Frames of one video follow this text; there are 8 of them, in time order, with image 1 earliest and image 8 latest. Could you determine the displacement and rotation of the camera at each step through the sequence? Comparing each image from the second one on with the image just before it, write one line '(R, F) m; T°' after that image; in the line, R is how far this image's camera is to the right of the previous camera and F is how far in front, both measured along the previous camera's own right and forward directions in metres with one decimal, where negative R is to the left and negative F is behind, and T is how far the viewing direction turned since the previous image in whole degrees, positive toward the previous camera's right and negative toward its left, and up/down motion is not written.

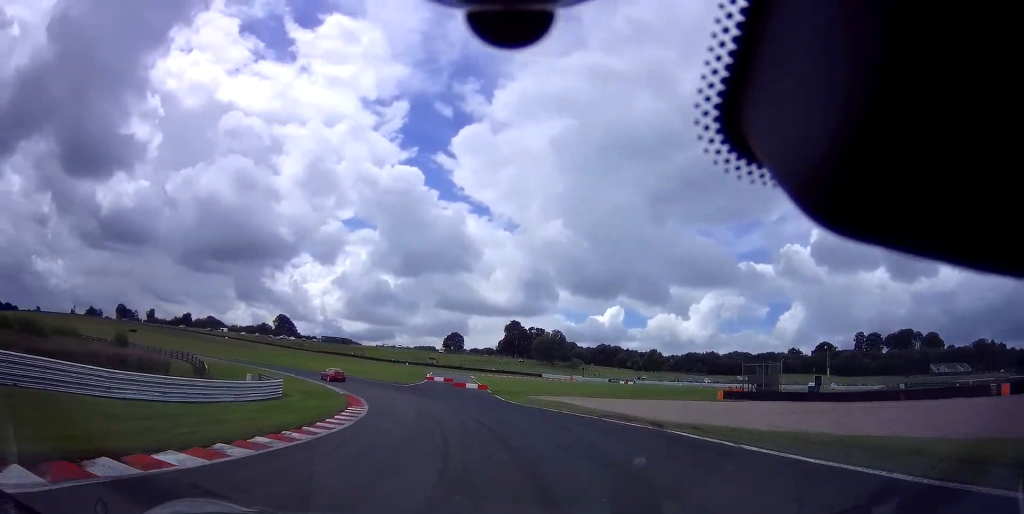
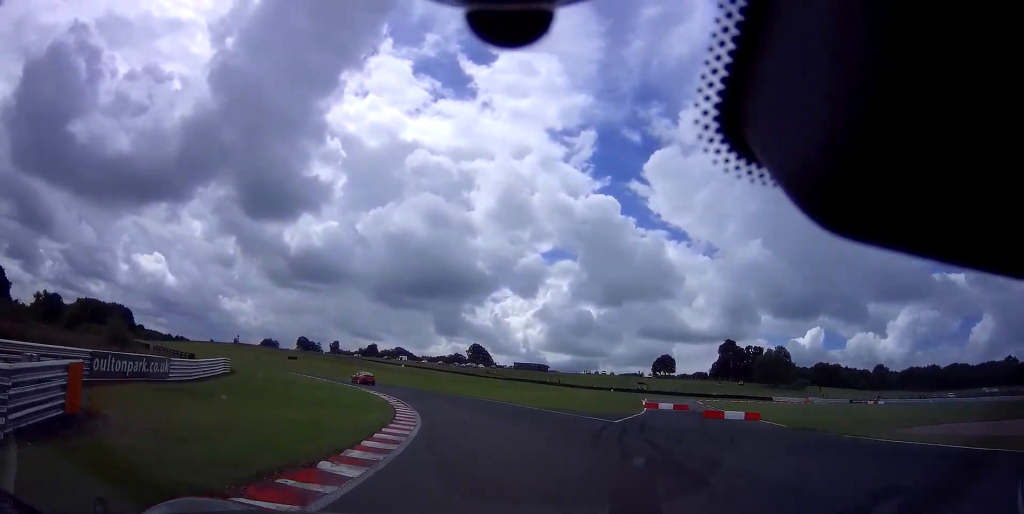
(-5.4, +29.1) m; -20°
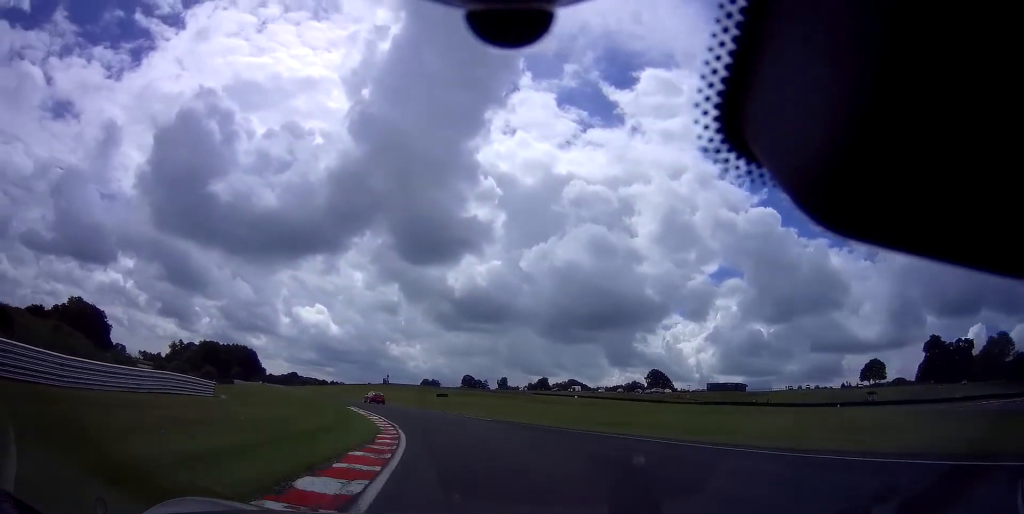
(-5.8, +33.9) m; -19°
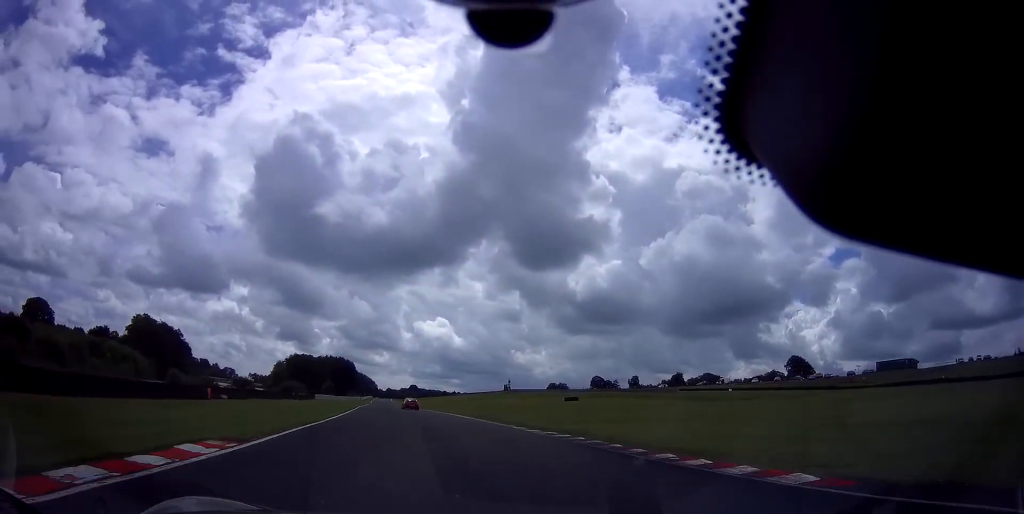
(-3.7, +29.4) m; -13°
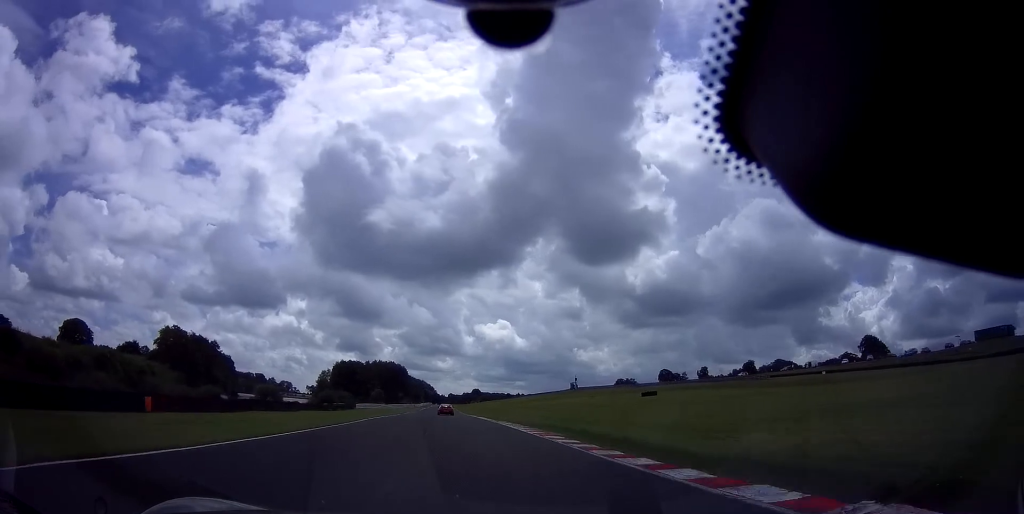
(-1.2, +17.4) m; -6°
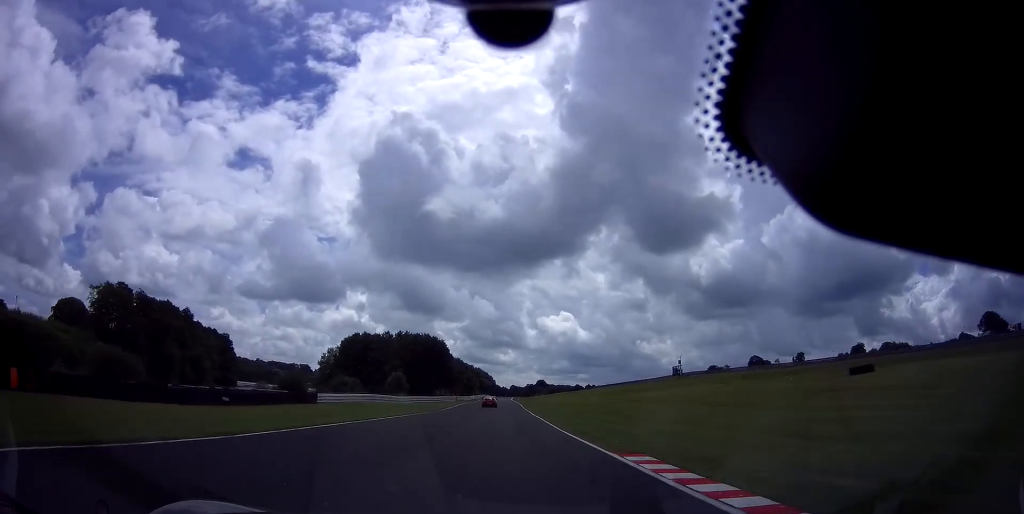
(-6.3, +59.4) m; -8°
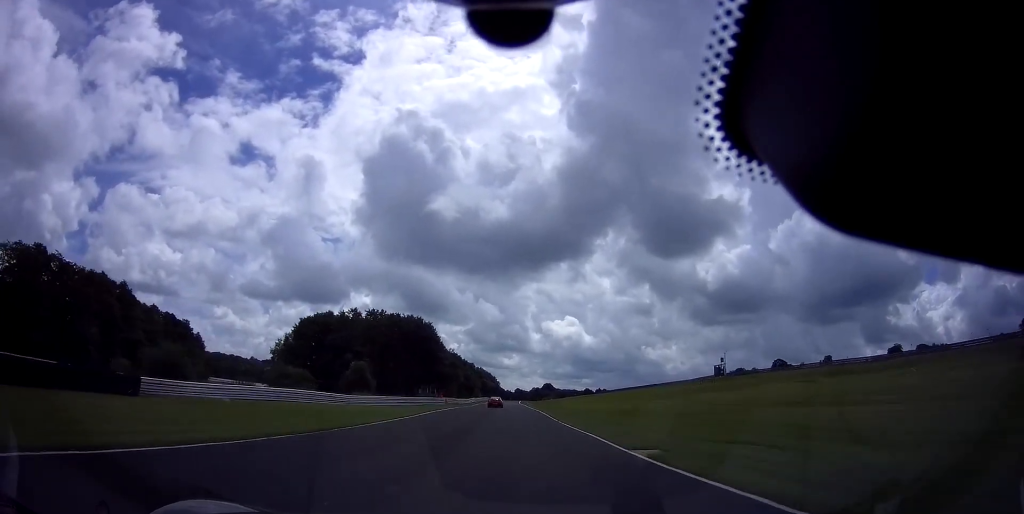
(-0.1, +31.4) m; 0°
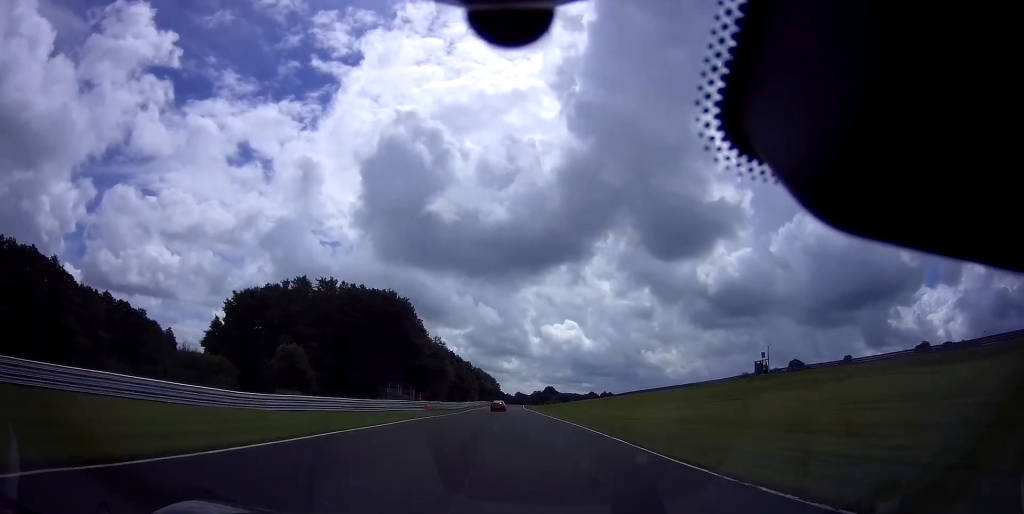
(-0.1, +24.2) m; 0°
